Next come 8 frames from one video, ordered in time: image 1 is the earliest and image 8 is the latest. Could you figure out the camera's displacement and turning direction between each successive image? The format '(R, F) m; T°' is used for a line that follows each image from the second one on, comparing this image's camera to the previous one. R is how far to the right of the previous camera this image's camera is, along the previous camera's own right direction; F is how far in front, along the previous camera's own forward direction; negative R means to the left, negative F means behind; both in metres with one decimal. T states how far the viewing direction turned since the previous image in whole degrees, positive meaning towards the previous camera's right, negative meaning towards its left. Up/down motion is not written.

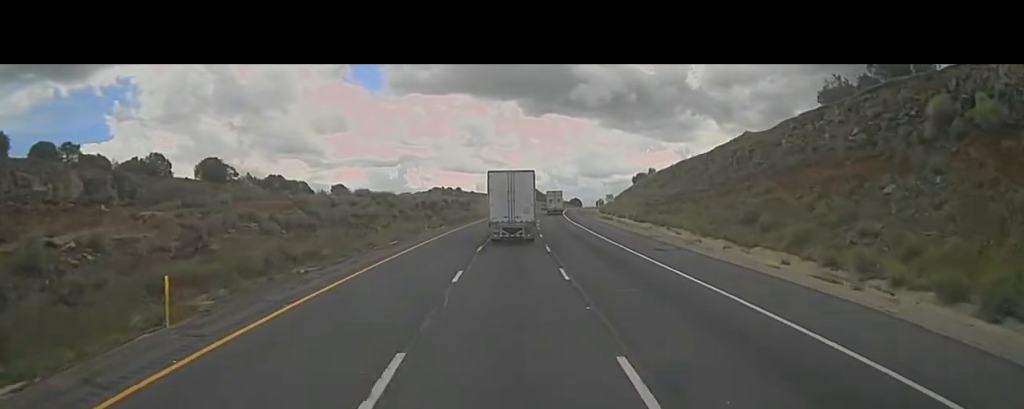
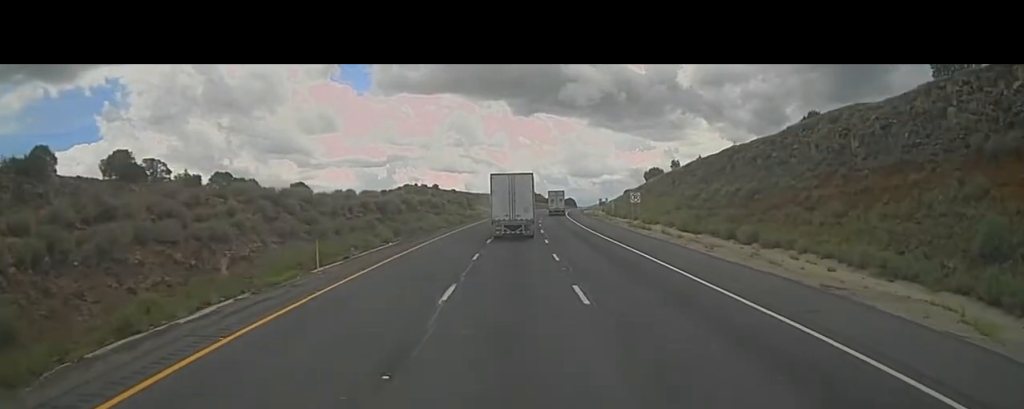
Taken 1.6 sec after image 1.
(+1.1, +27.9) m; +3°
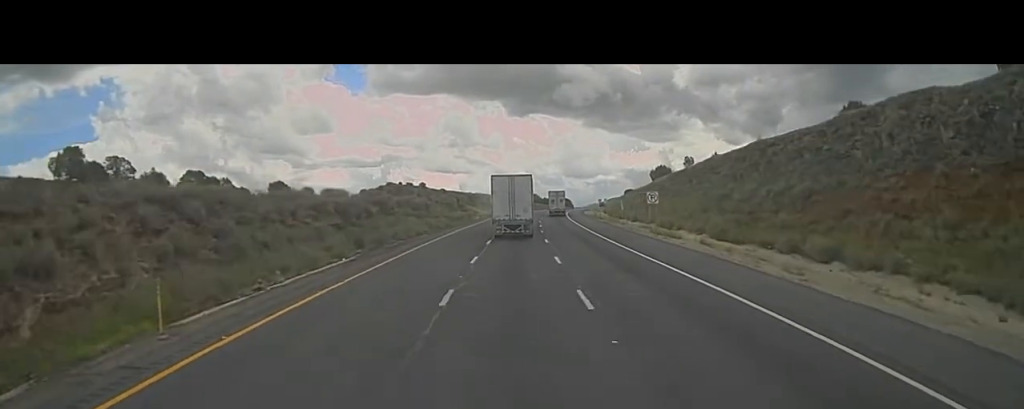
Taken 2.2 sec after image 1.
(0.0, +11.3) m; 0°
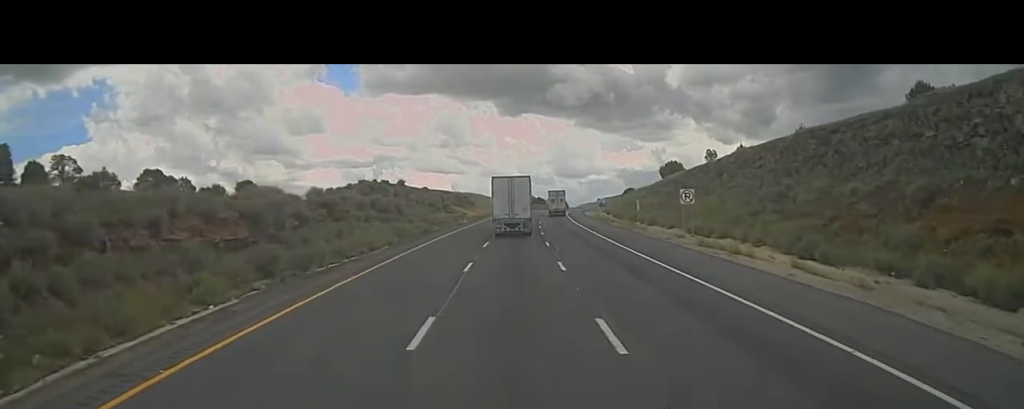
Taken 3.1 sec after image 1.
(0.0, +15.5) m; 0°
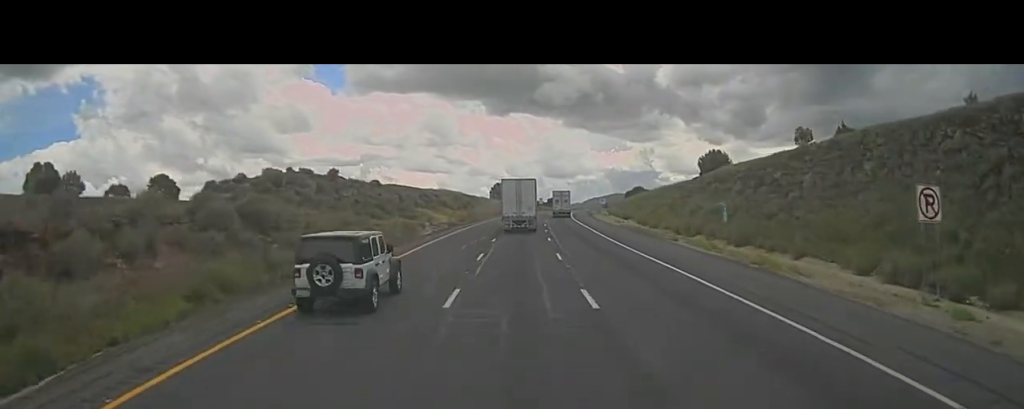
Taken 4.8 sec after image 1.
(0.0, +31.8) m; 0°
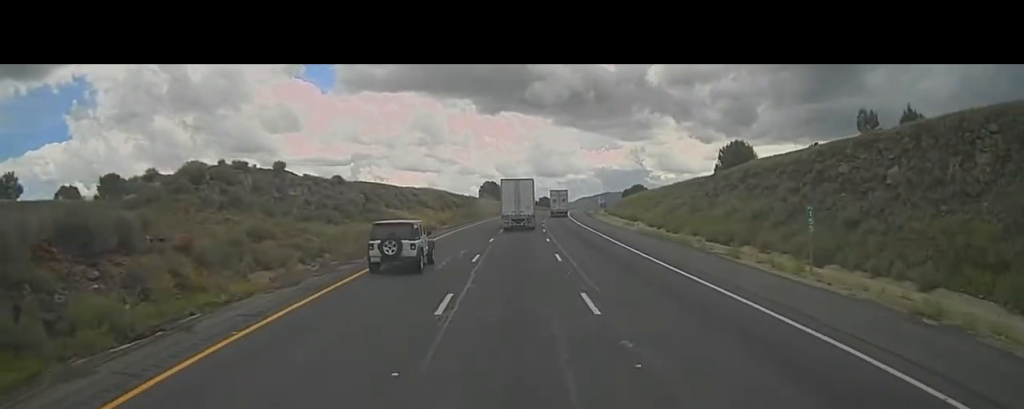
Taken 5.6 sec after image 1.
(0.0, +13.2) m; 0°
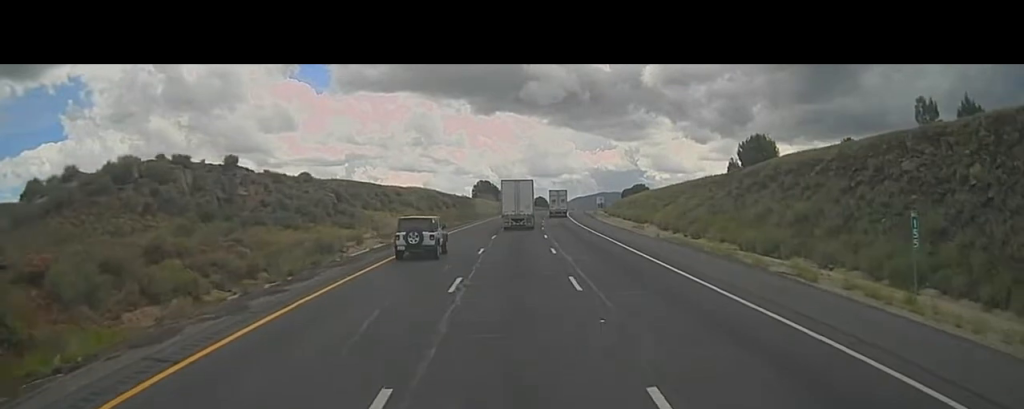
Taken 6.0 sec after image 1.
(-0.1, +8.4) m; +1°
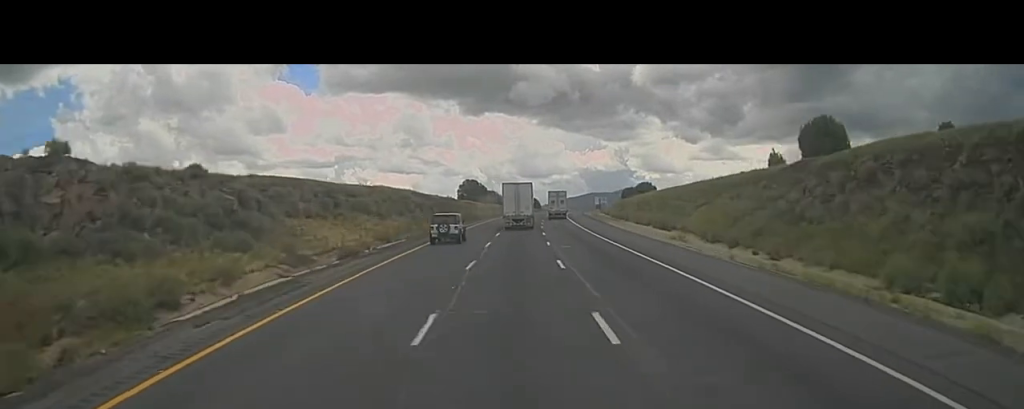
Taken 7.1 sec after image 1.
(+0.4, +18.7) m; +1°
